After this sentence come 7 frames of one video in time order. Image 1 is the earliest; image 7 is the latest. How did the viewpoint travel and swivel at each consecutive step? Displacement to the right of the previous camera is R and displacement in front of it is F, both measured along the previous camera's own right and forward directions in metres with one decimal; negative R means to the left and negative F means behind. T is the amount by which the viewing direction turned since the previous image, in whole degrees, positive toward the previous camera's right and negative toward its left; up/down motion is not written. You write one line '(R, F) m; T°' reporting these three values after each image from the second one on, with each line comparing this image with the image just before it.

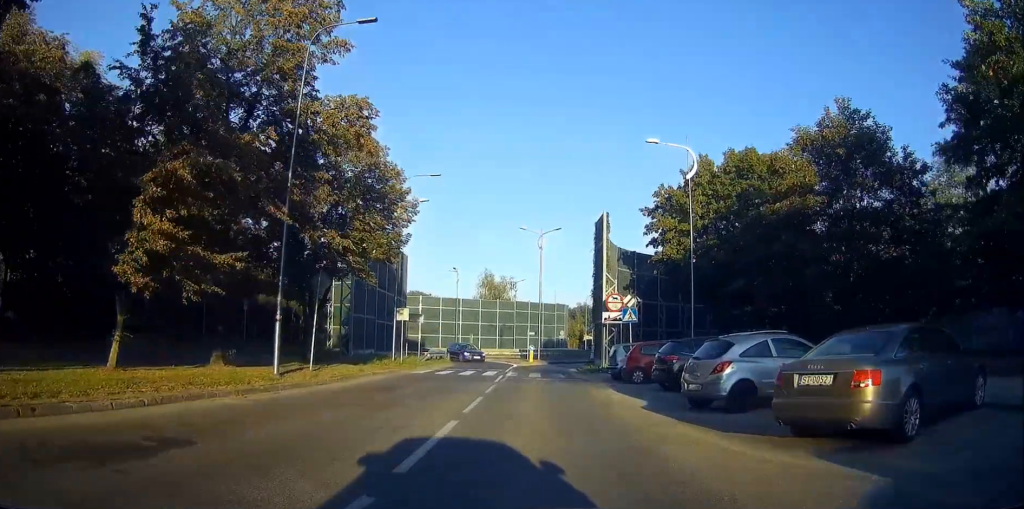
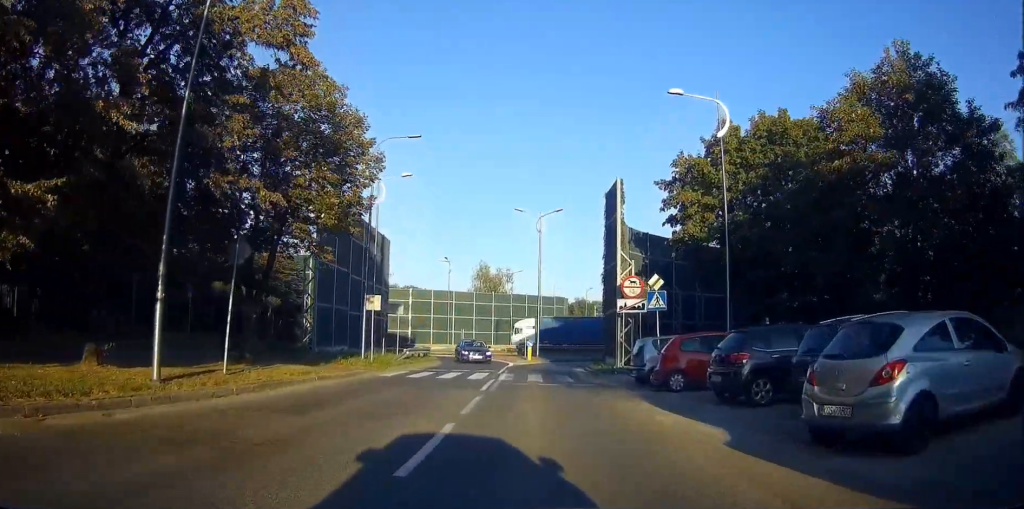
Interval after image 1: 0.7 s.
(+0.1, +6.3) m; +2°
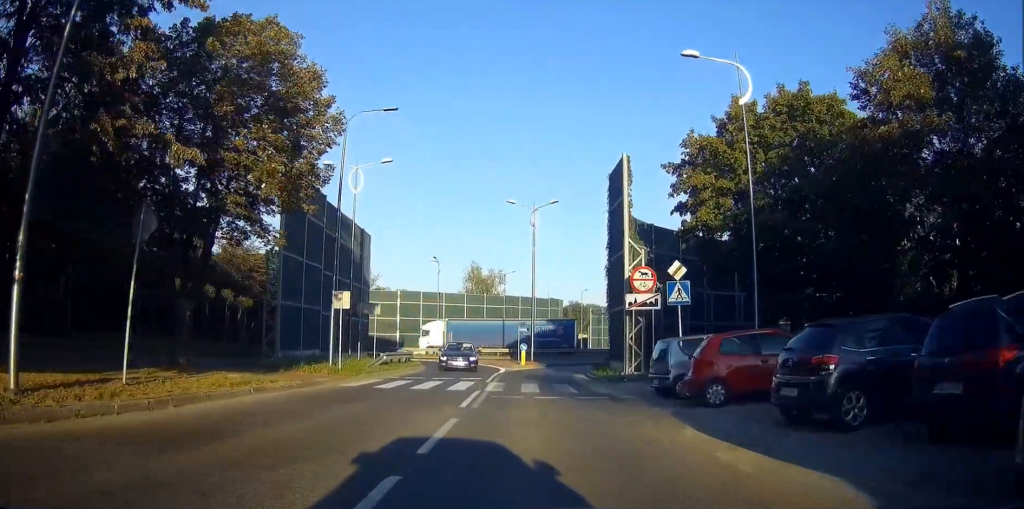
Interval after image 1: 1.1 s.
(+0.1, +4.1) m; +1°
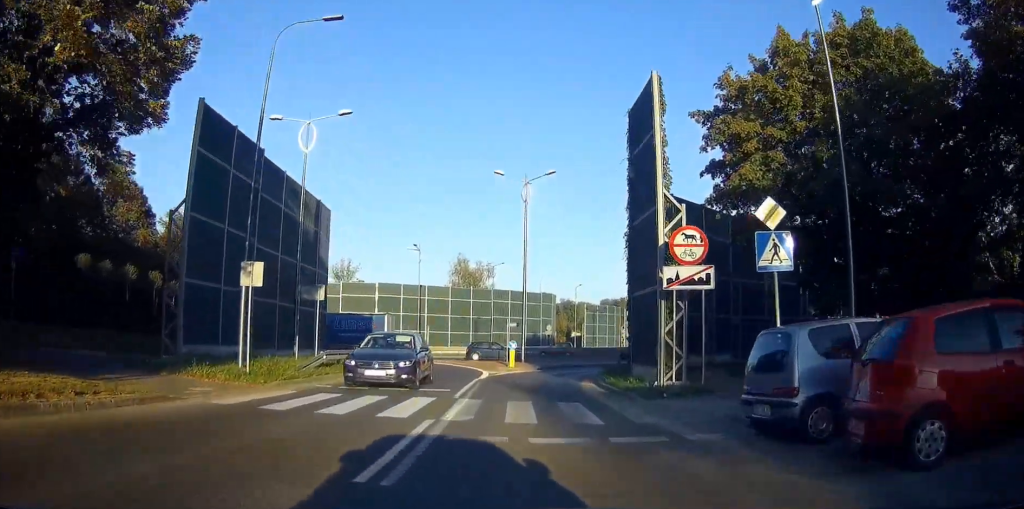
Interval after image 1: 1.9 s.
(+0.1, +7.6) m; +1°
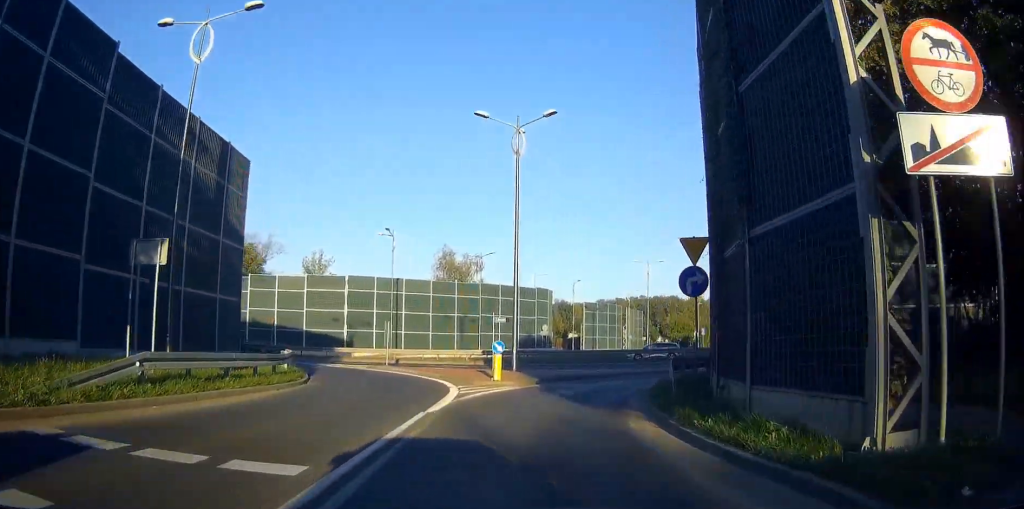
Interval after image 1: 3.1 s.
(0.0, +10.6) m; 0°
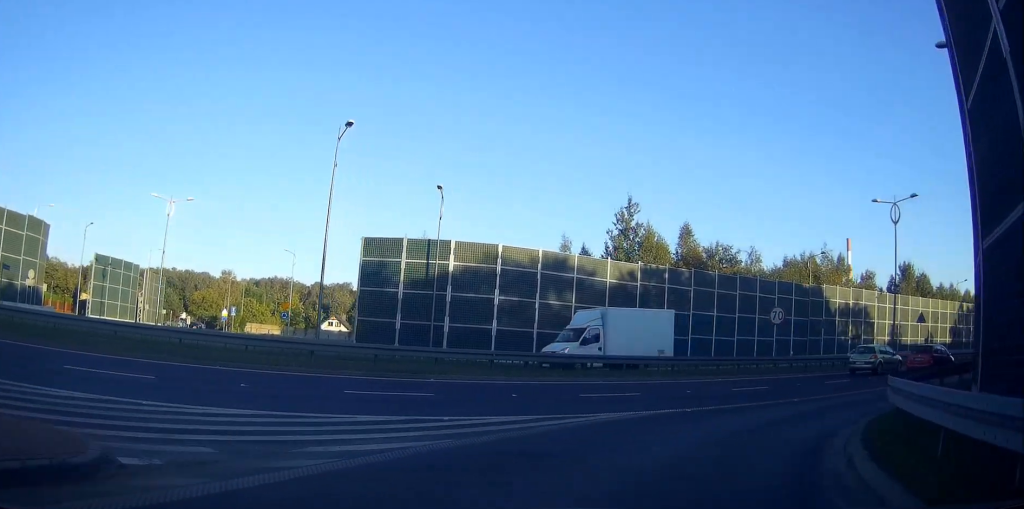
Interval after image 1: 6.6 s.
(+5.0, +24.5) m; +56°
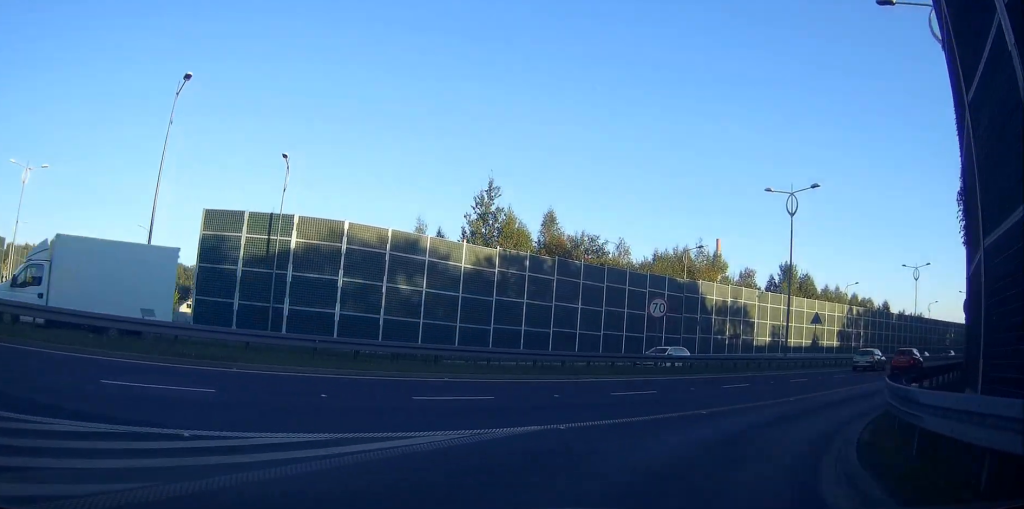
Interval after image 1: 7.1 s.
(+1.1, +3.7) m; +15°
